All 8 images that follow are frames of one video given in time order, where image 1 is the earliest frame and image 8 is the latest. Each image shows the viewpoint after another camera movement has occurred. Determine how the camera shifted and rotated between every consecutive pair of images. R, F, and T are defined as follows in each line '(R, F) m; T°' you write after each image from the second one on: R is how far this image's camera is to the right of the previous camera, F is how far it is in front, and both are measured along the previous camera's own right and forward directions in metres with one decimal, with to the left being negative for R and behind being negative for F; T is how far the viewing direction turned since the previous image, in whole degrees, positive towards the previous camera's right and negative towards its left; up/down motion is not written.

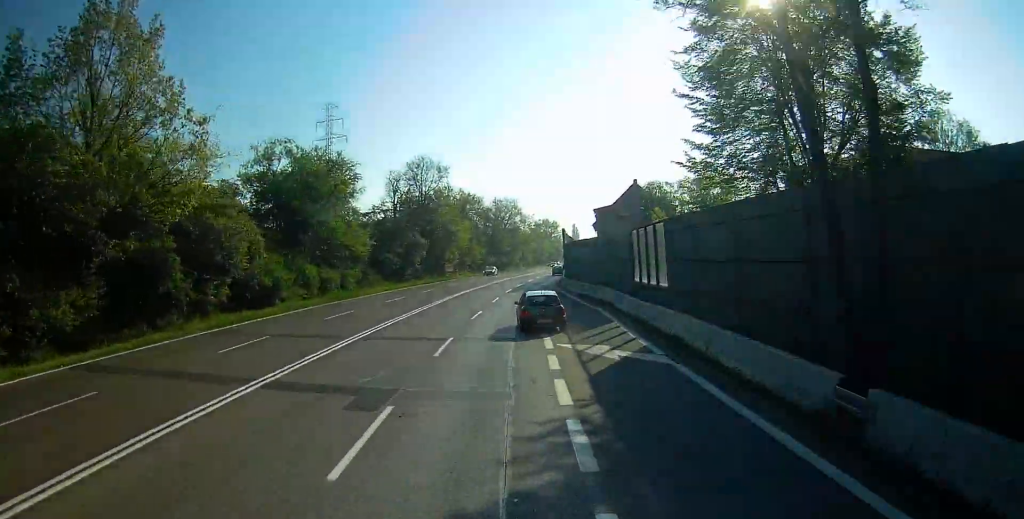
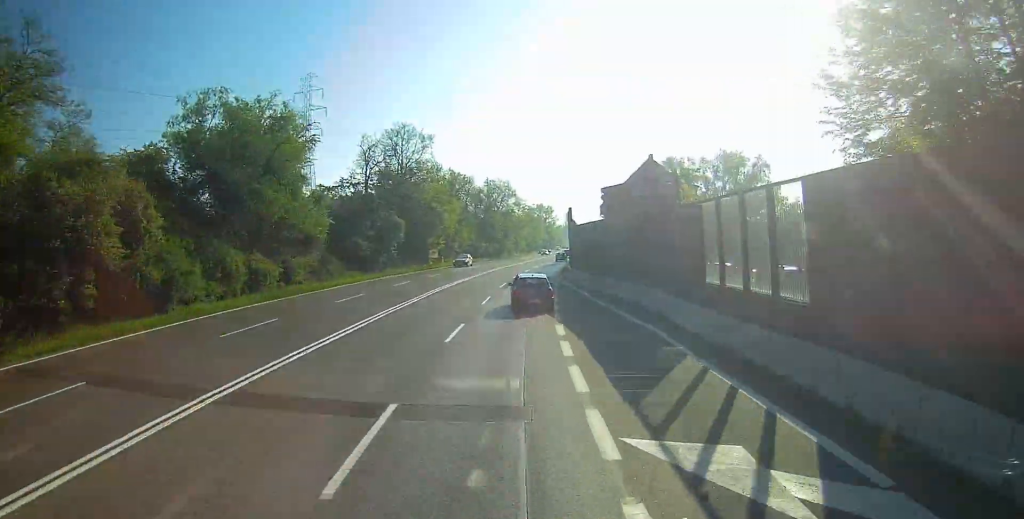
(+0.6, +11.7) m; +2°
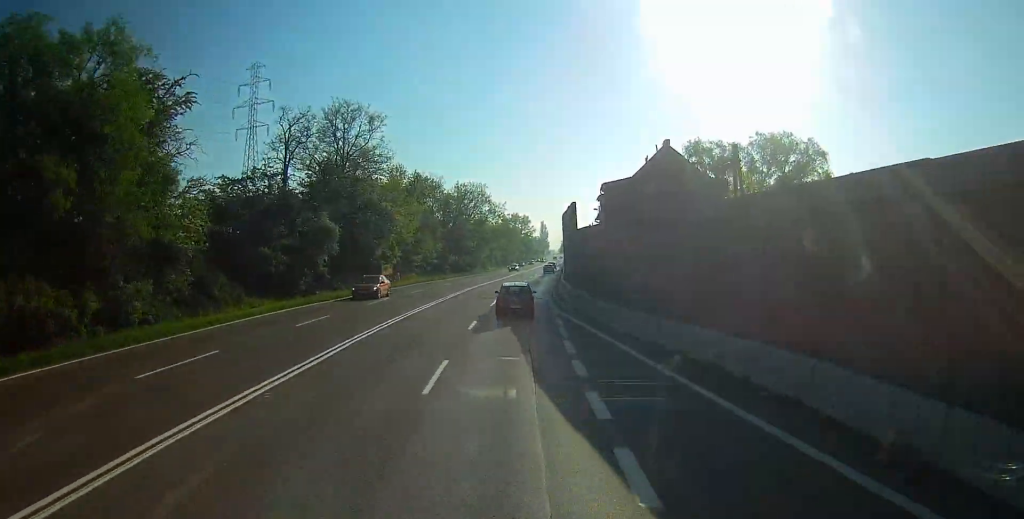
(+0.1, +16.8) m; 0°
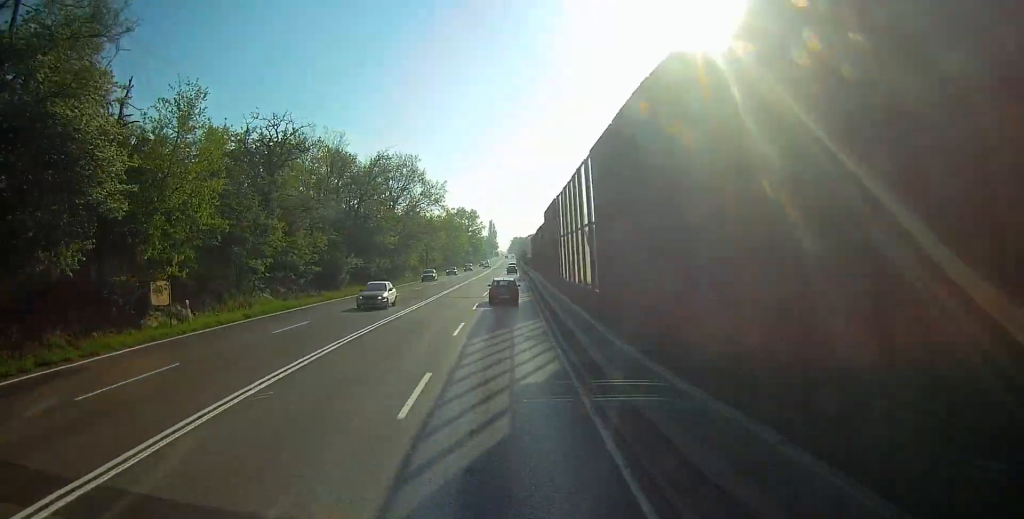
(0.0, +36.9) m; 0°
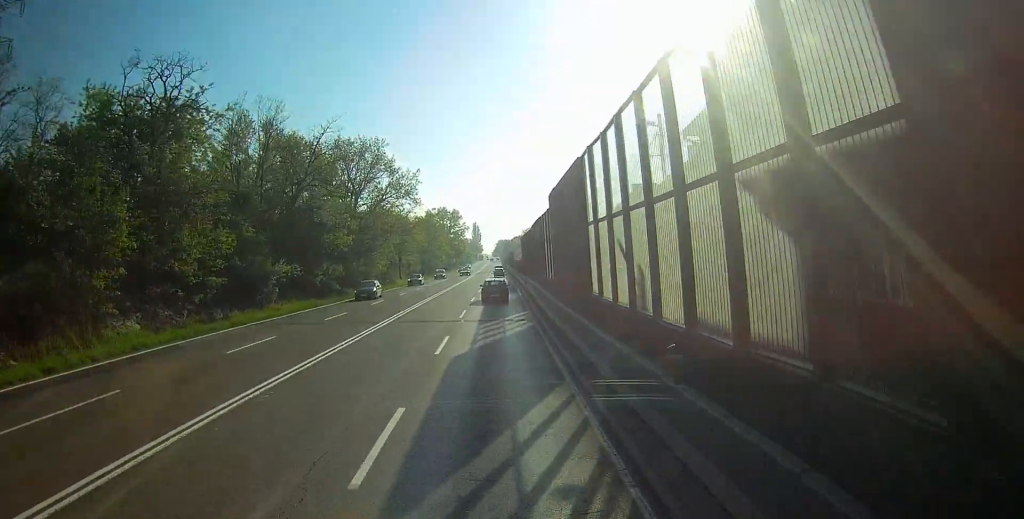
(0.0, +15.1) m; 0°
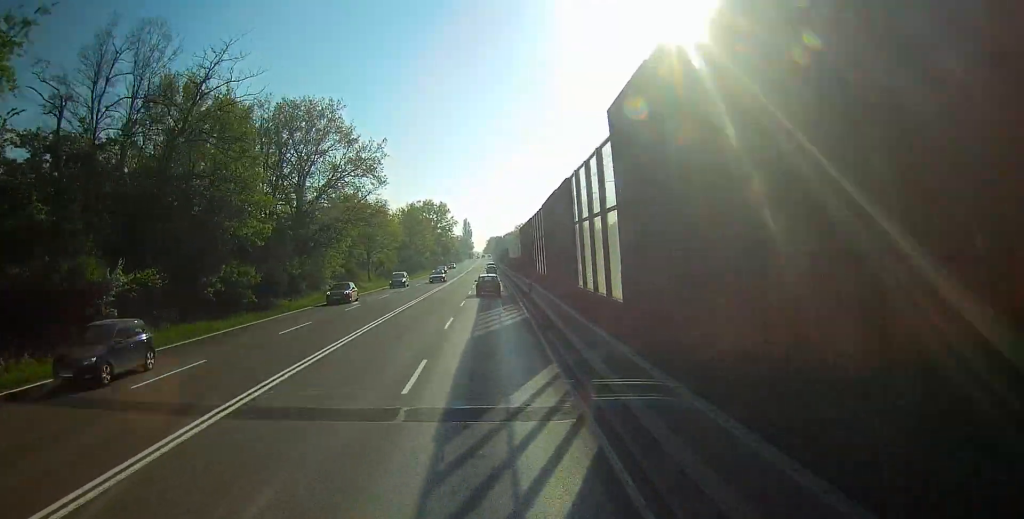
(0.0, +18.1) m; 0°
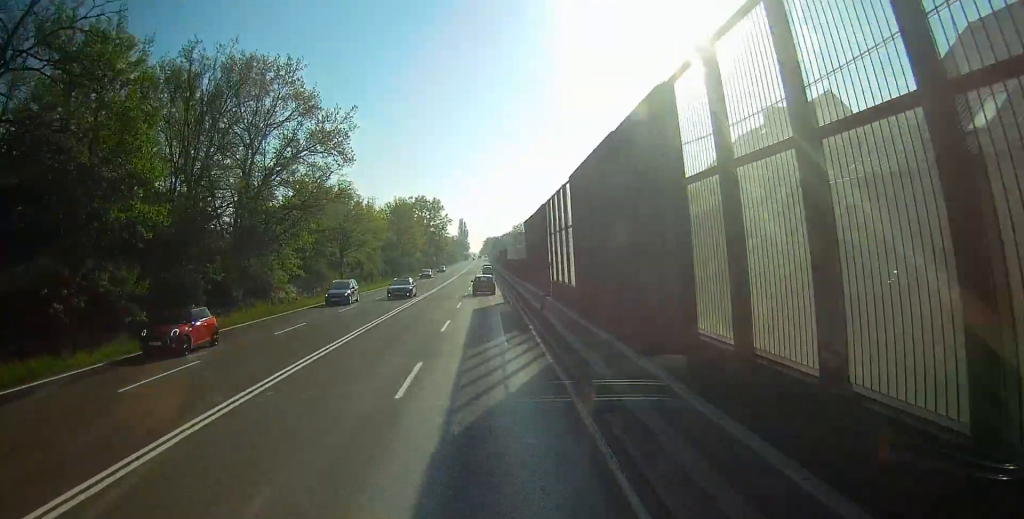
(0.0, +12.4) m; 0°
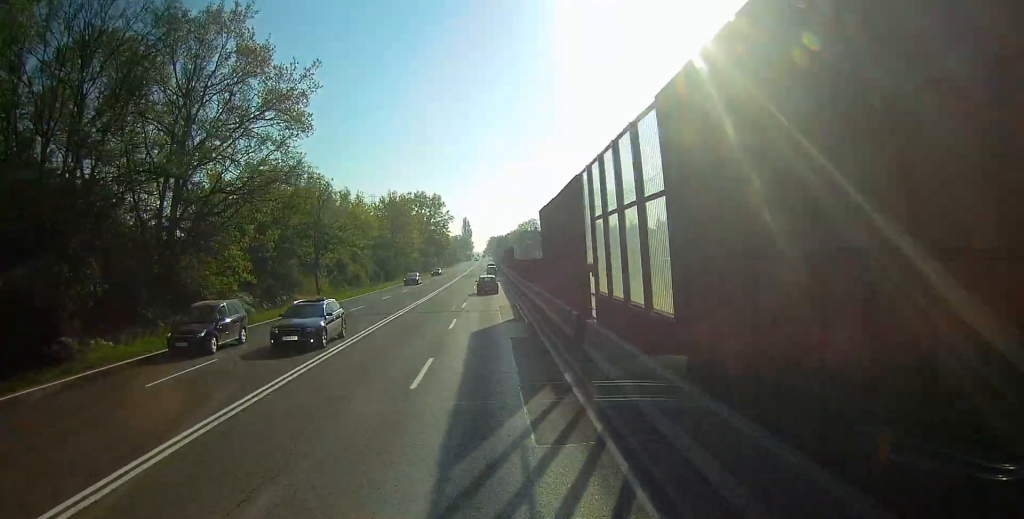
(0.0, +10.9) m; 0°
